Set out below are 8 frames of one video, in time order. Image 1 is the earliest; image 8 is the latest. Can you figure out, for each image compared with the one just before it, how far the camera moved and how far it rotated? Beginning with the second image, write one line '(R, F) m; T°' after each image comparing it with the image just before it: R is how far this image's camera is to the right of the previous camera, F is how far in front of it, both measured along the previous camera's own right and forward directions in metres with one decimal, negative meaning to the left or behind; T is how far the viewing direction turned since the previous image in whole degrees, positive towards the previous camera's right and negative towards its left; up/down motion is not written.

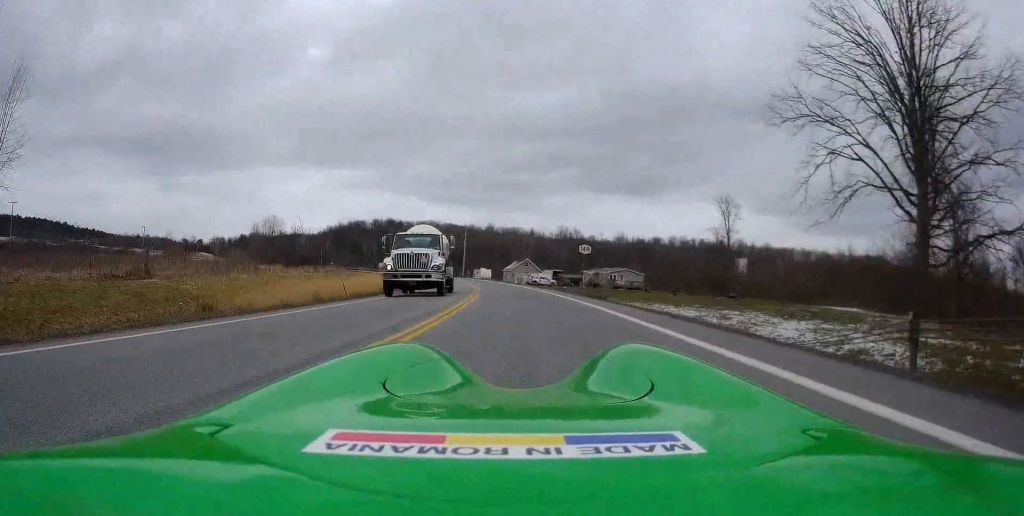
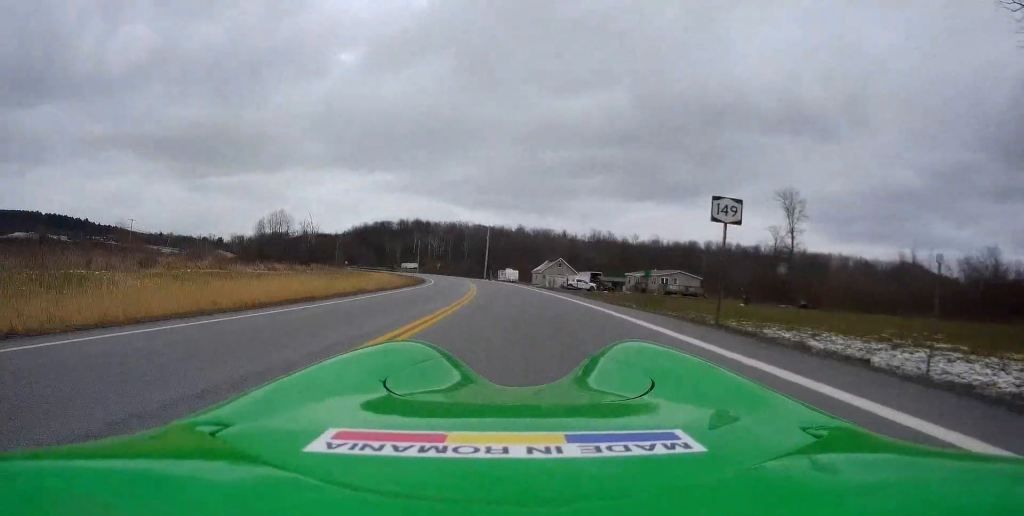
(-0.6, +20.4) m; -4°
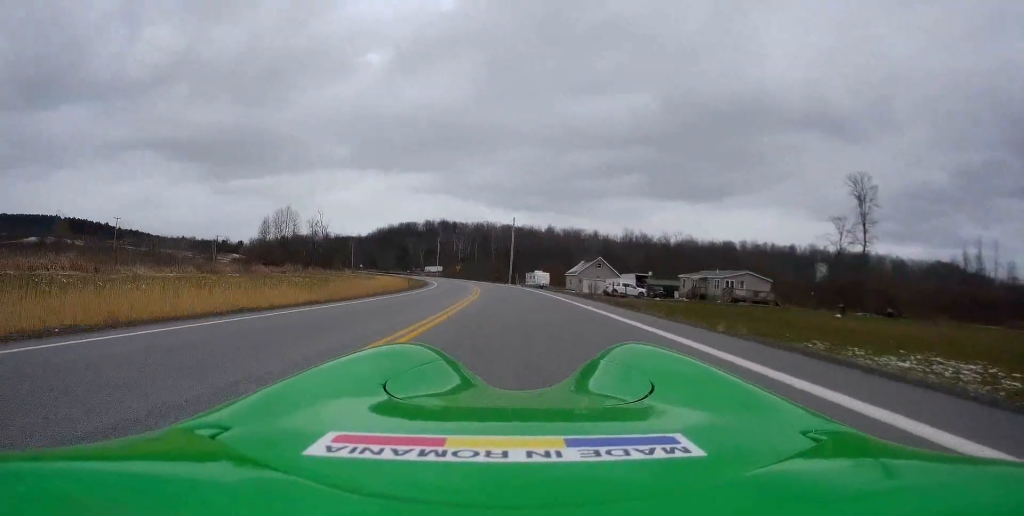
(-1.0, +19.2) m; -3°
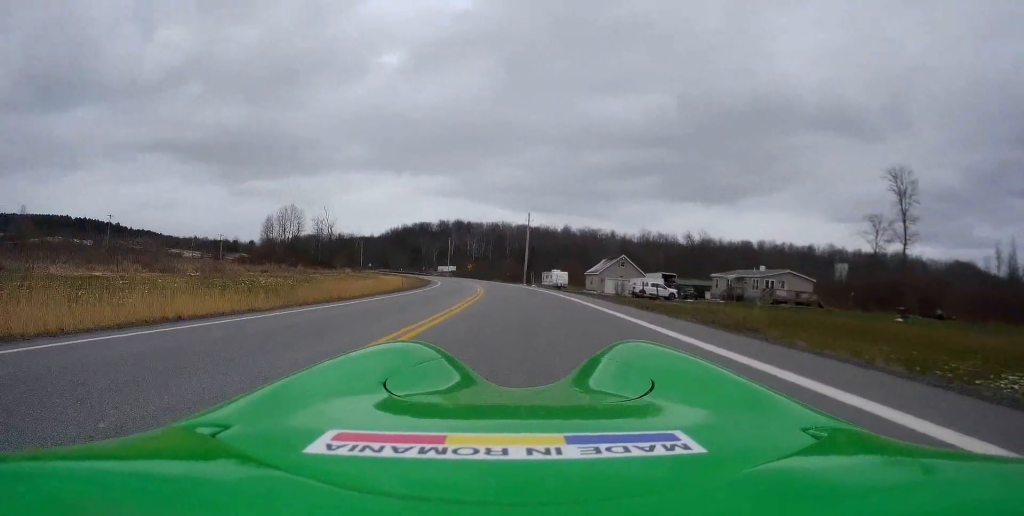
(+0.2, +8.7) m; -1°
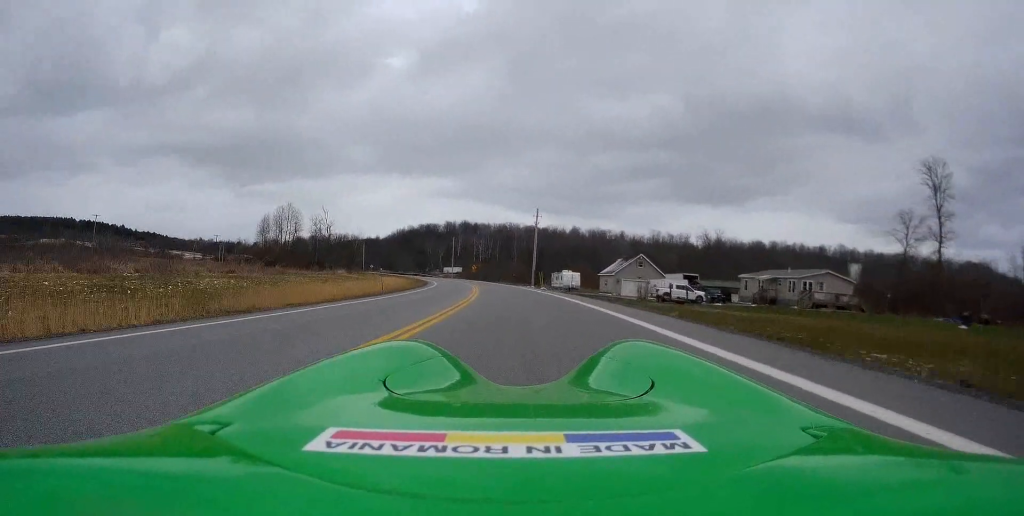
(+0.2, +8.1) m; -1°
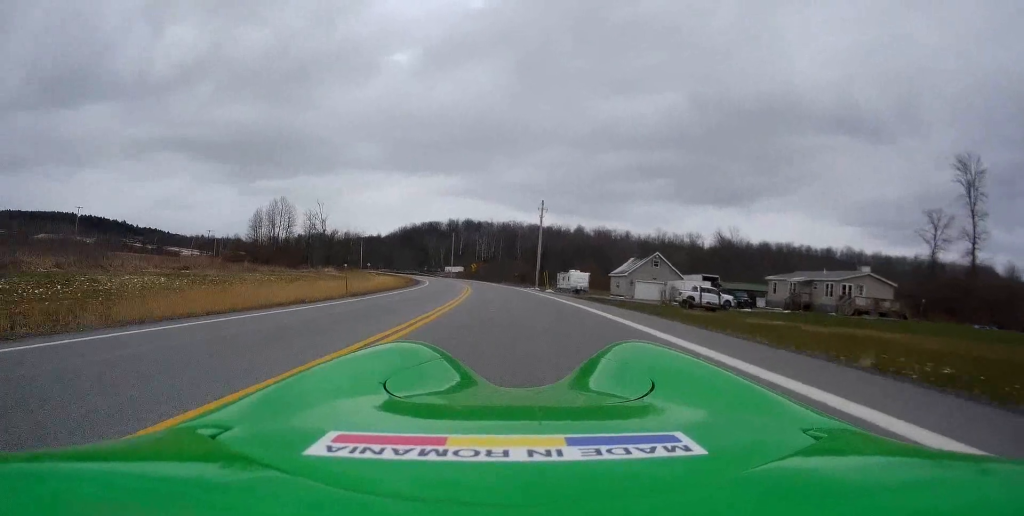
(-0.5, +7.5) m; -1°
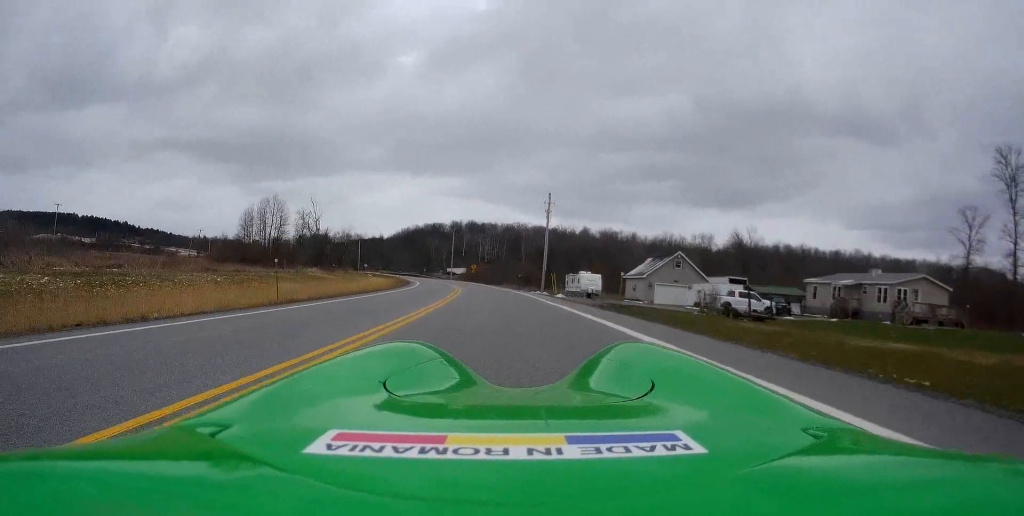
(0.0, +8.6) m; -1°
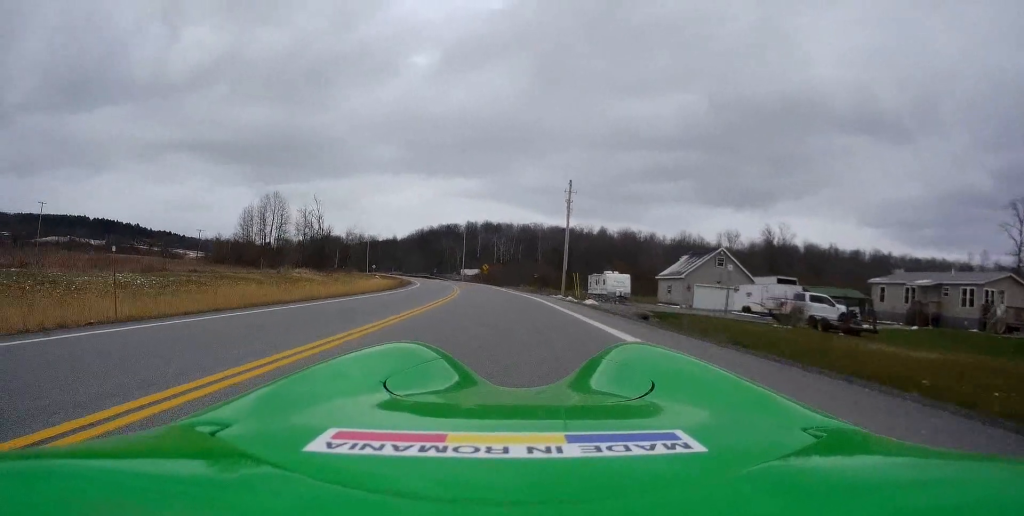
(+0.2, +9.6) m; 0°
